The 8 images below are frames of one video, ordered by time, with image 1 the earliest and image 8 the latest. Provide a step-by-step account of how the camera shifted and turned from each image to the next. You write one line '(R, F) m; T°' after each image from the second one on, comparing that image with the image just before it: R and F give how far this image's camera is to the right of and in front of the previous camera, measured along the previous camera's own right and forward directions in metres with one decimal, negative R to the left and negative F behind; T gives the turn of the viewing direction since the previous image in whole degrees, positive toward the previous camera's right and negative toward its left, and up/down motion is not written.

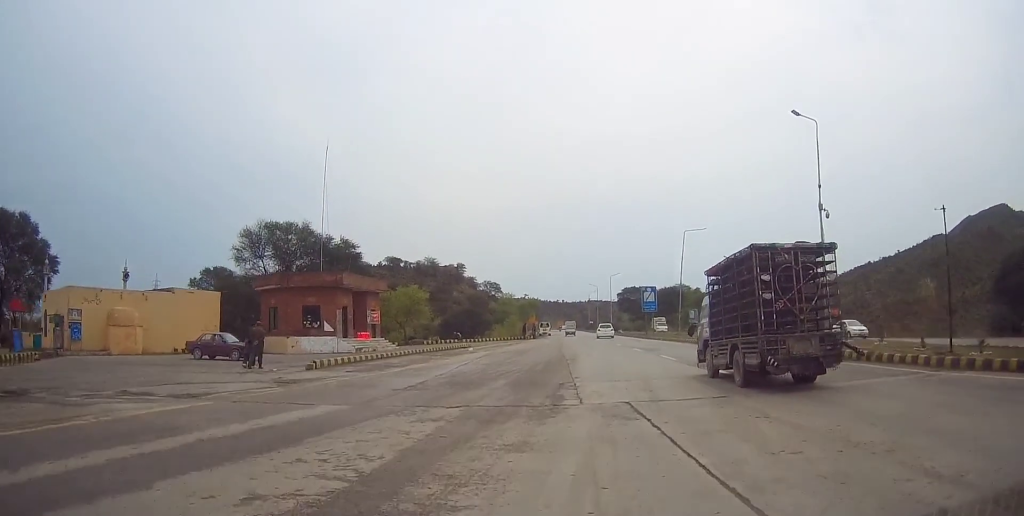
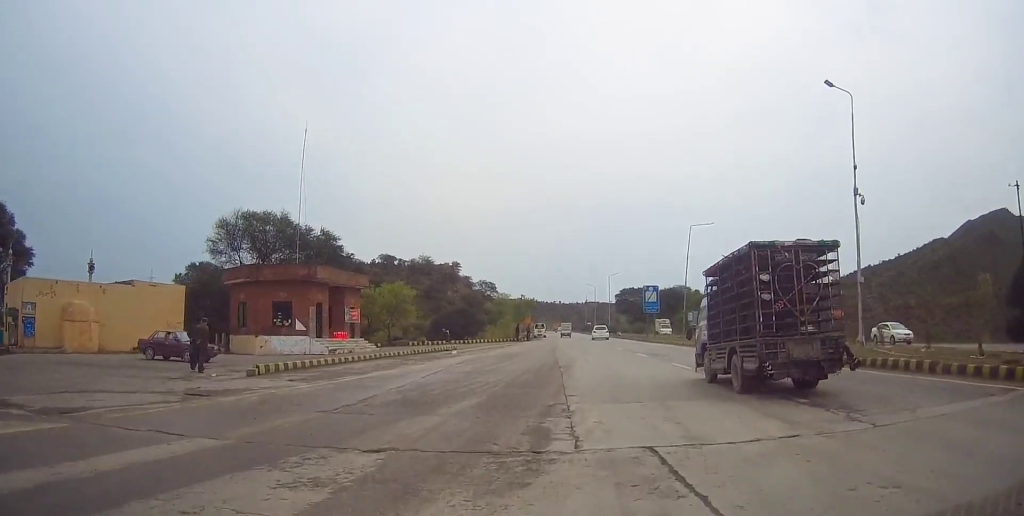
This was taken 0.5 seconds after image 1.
(0.0, +4.3) m; -1°
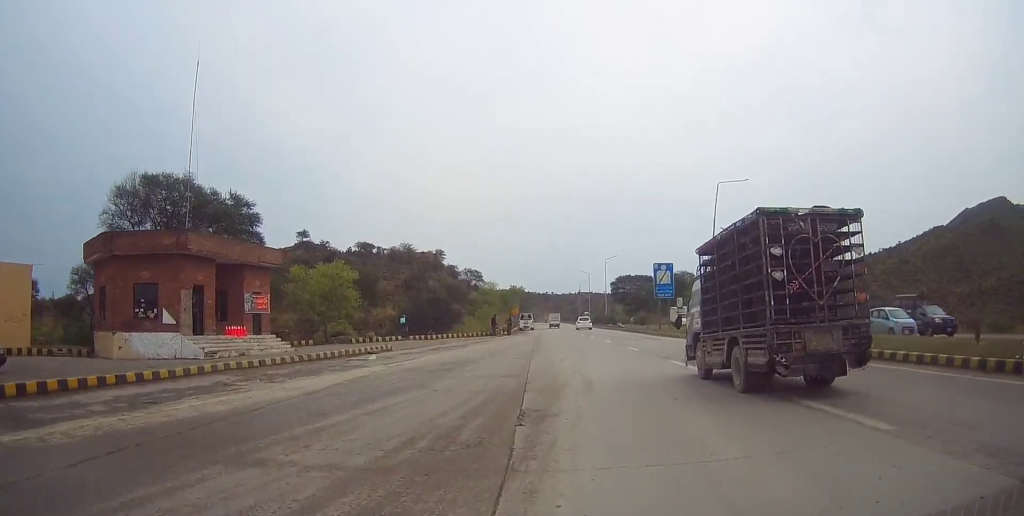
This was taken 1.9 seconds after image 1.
(0.0, +13.5) m; +1°
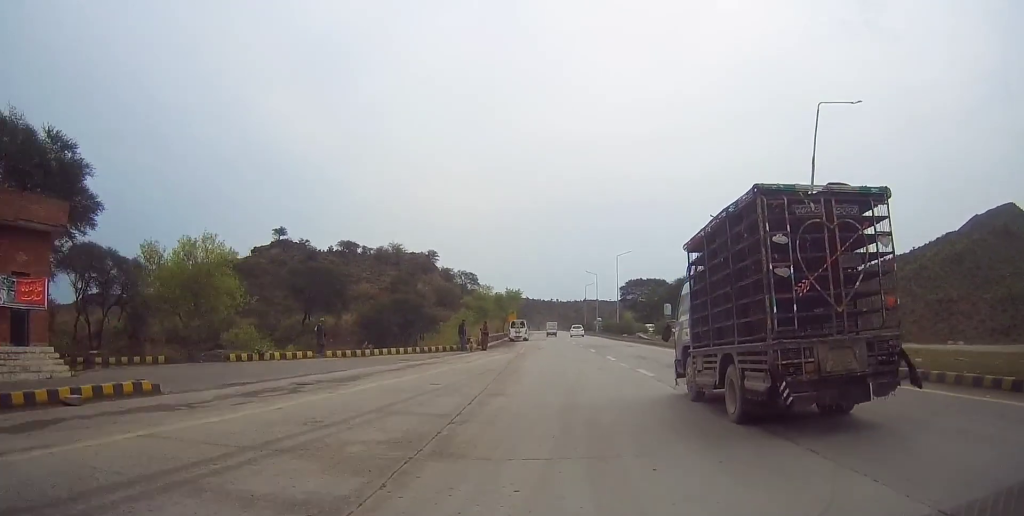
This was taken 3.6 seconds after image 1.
(+0.2, +17.4) m; -1°
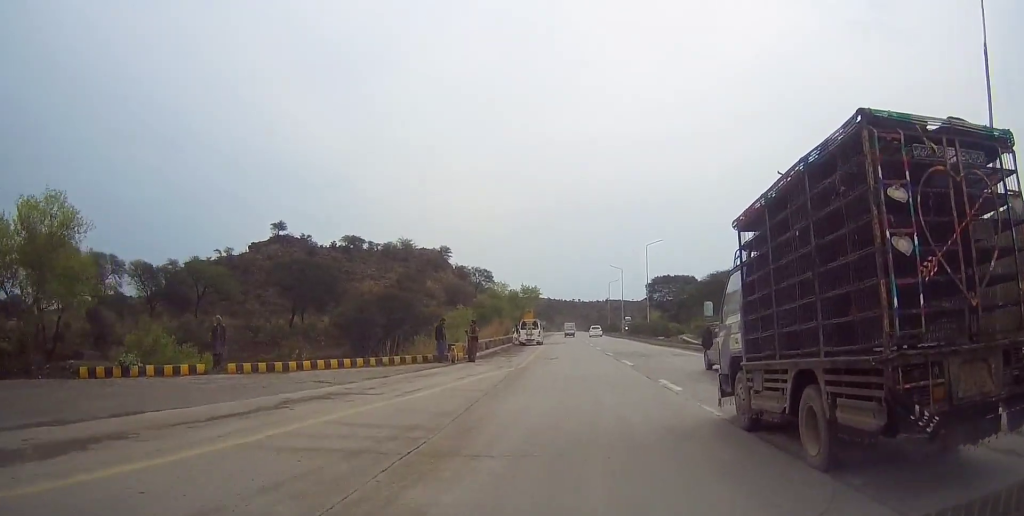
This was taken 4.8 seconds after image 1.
(-0.2, +12.0) m; -2°
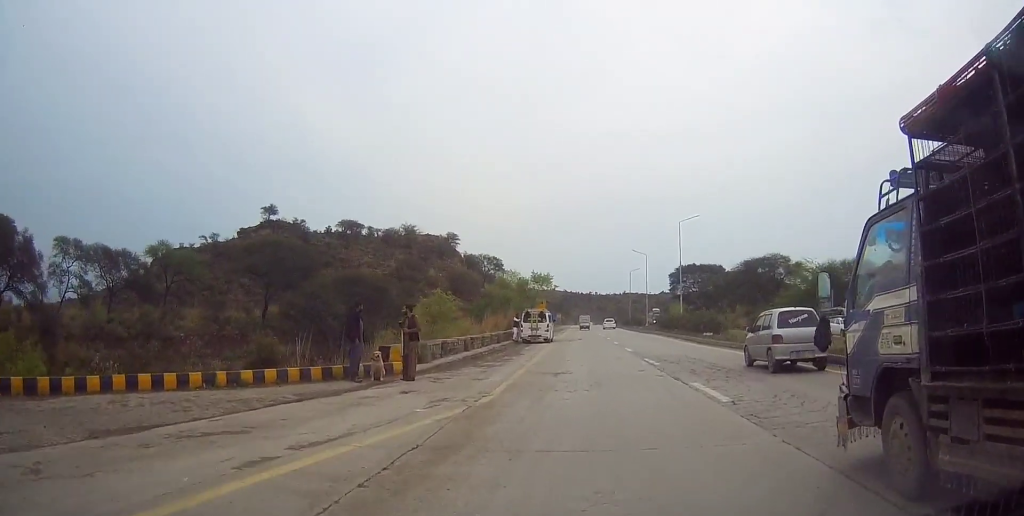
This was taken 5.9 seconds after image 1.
(-0.5, +12.8) m; -1°
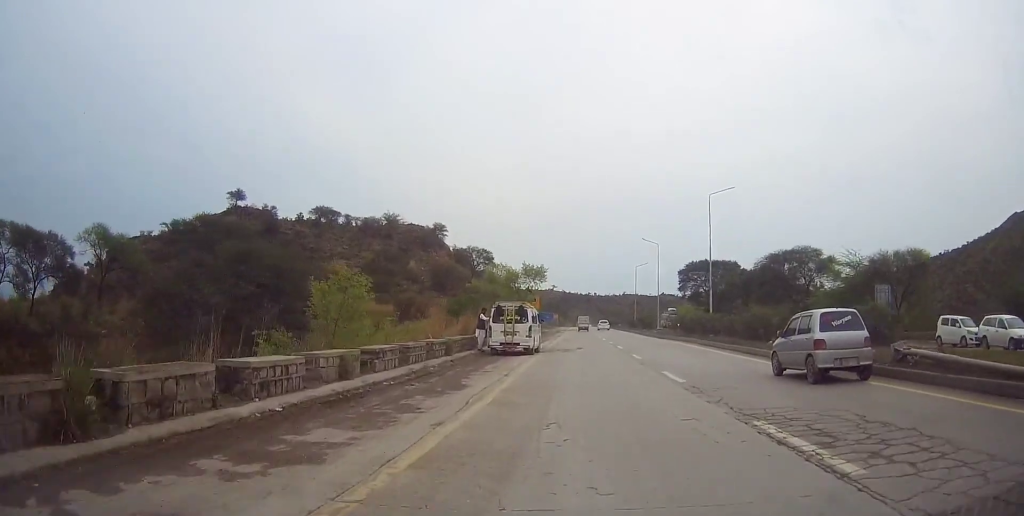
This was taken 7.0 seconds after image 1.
(+0.6, +13.8) m; +1°
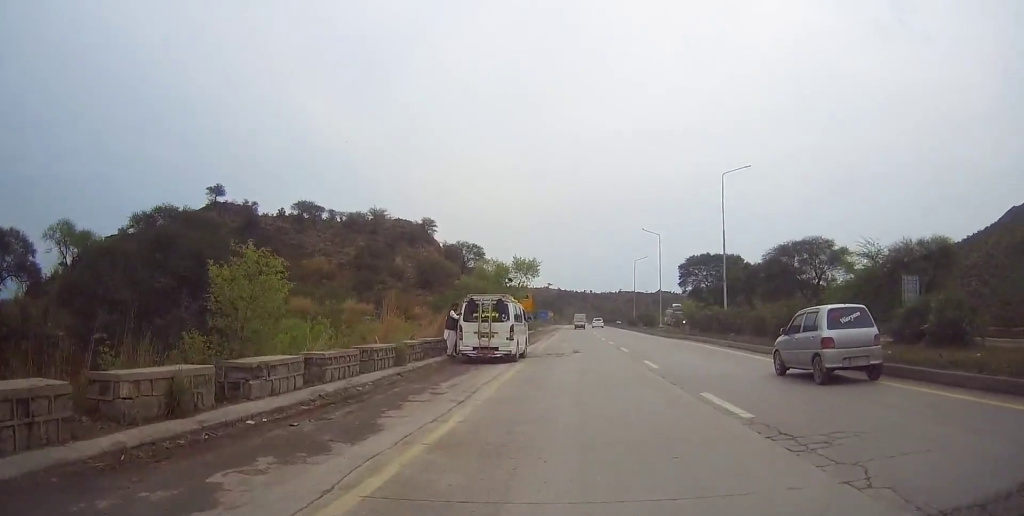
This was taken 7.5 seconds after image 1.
(0.0, +5.9) m; 0°
